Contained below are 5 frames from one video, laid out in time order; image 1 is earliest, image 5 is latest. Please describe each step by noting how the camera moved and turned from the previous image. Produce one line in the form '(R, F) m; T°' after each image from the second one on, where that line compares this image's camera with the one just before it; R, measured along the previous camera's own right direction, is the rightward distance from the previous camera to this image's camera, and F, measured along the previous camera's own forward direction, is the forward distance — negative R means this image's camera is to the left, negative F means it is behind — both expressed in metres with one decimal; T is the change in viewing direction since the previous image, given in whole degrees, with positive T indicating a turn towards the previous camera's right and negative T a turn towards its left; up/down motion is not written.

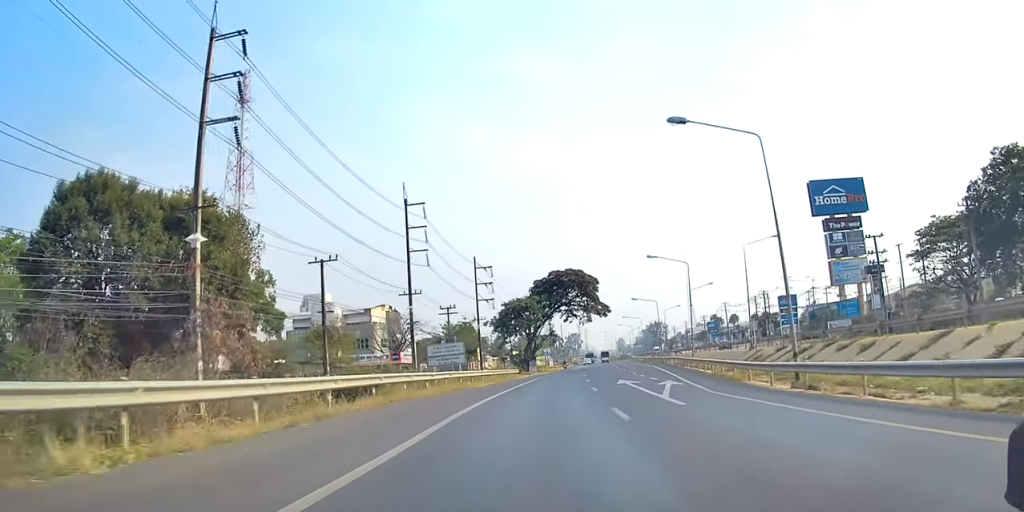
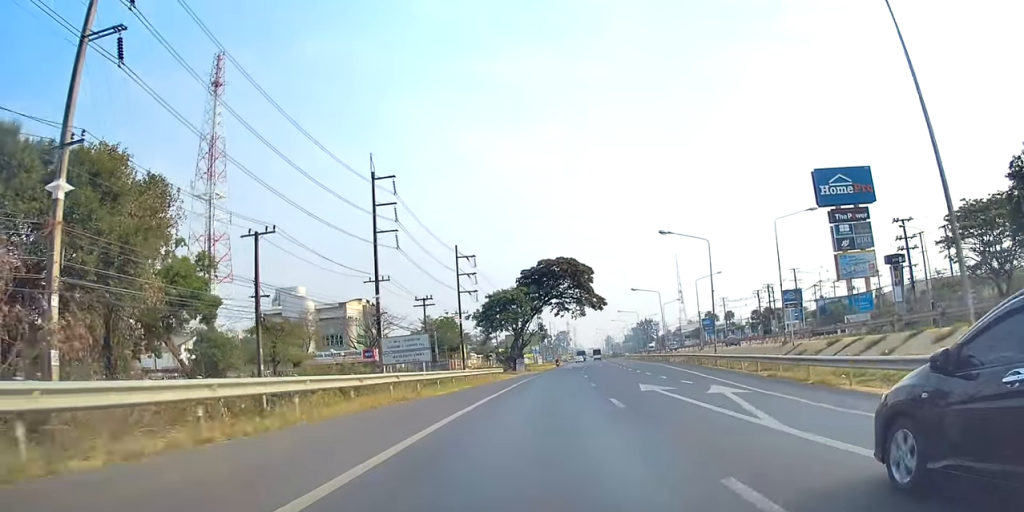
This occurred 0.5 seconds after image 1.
(0.0, +10.0) m; +1°
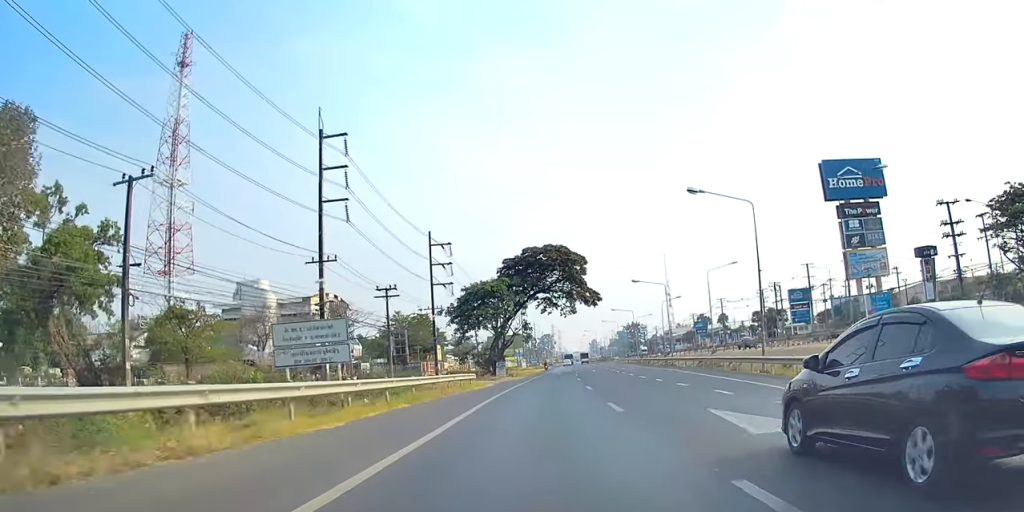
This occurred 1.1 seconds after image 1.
(-0.2, +12.6) m; +2°
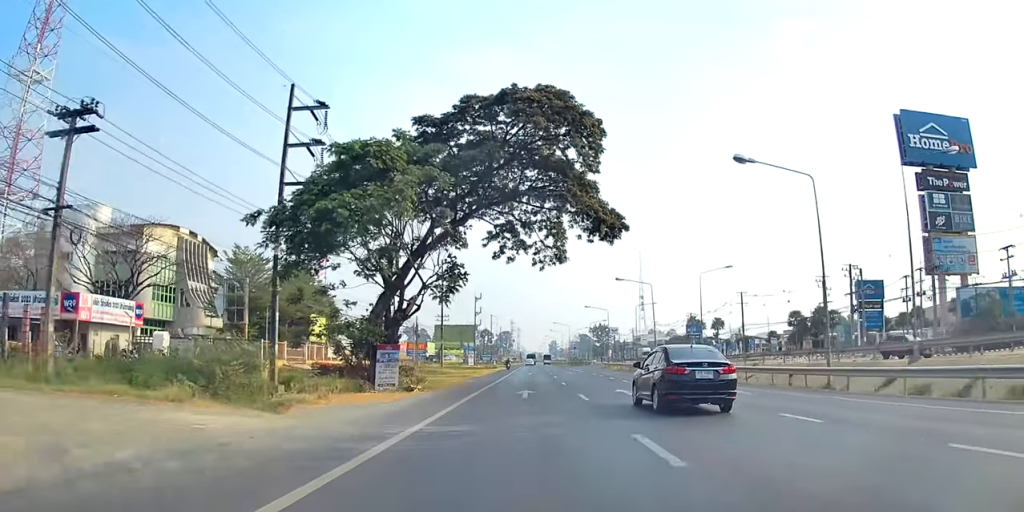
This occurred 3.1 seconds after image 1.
(+2.1, +43.5) m; +3°
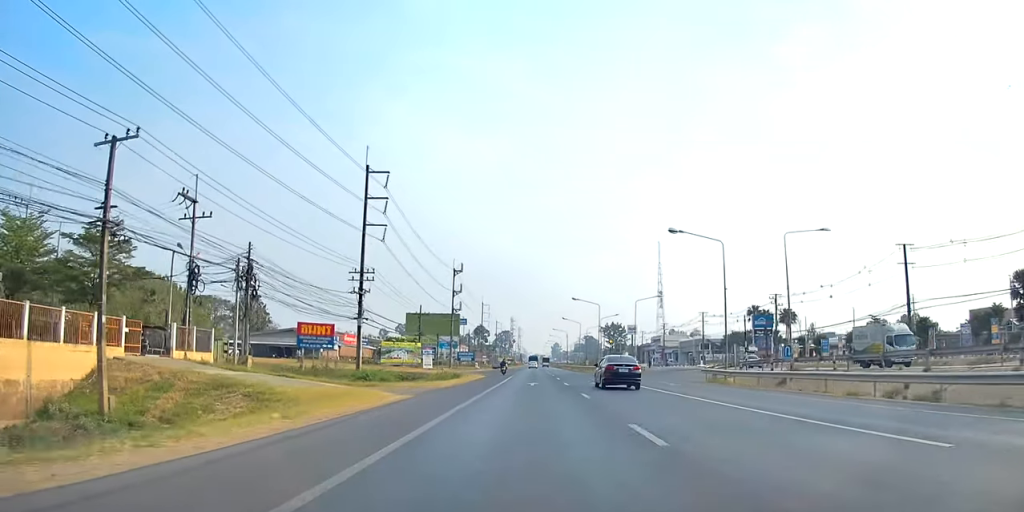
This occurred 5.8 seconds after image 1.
(+0.5, +58.7) m; +2°
